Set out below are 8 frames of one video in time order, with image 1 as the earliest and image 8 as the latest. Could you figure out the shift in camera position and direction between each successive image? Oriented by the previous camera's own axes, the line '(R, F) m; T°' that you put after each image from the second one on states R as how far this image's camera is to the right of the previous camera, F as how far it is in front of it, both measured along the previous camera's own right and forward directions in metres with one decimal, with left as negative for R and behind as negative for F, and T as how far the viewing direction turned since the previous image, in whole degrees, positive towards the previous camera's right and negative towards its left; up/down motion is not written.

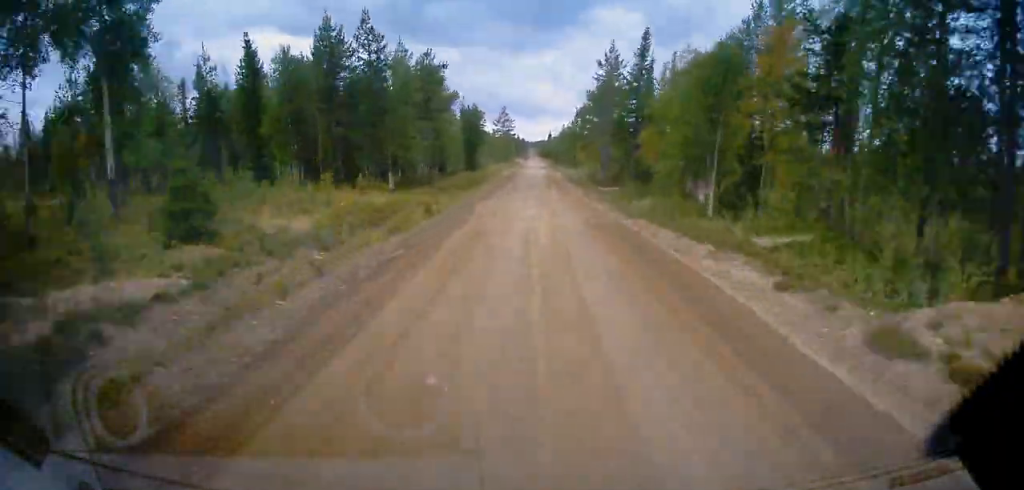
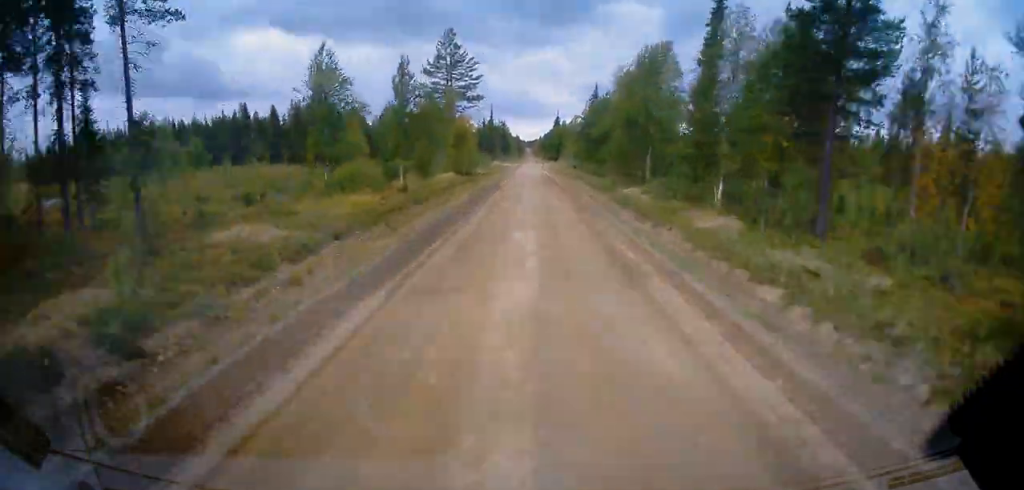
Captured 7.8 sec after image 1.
(-0.3, +111.6) m; 0°
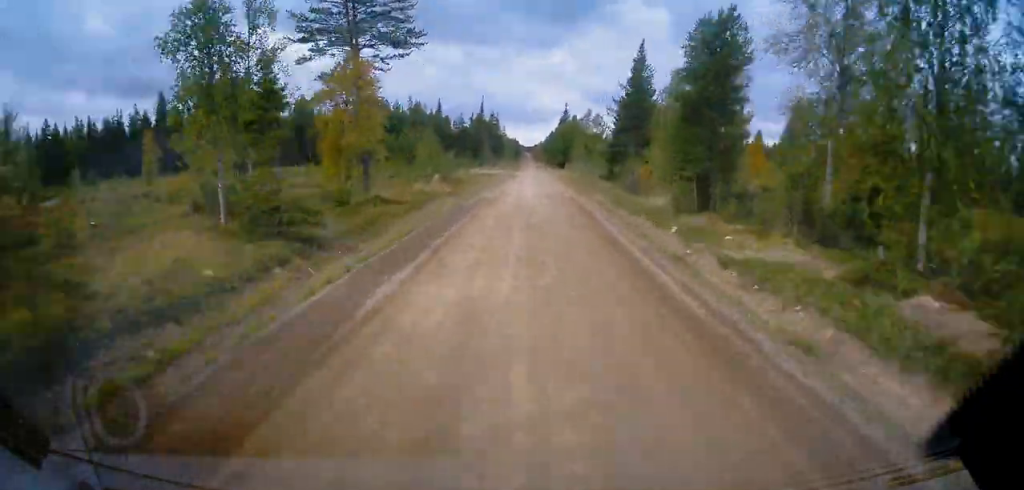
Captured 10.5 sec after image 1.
(+0.3, +38.5) m; 0°
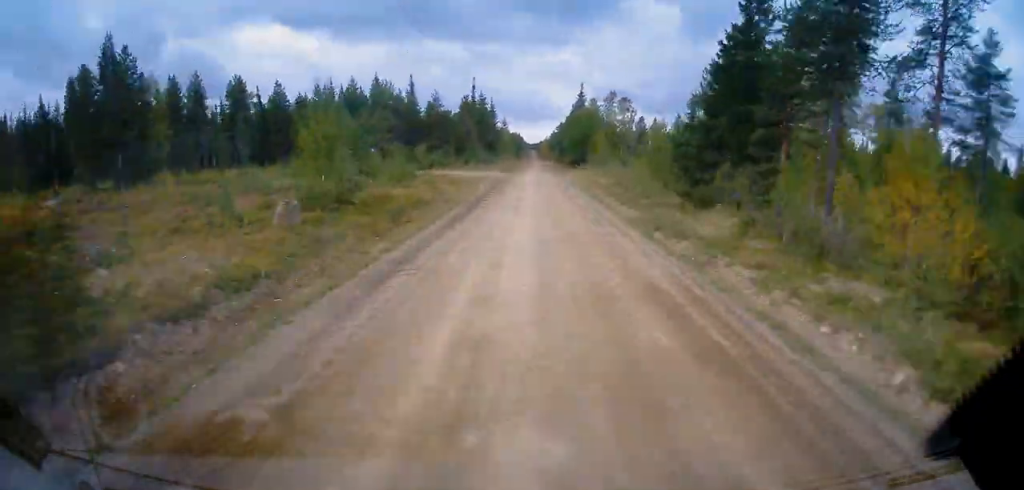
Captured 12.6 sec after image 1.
(+0.3, +30.0) m; 0°
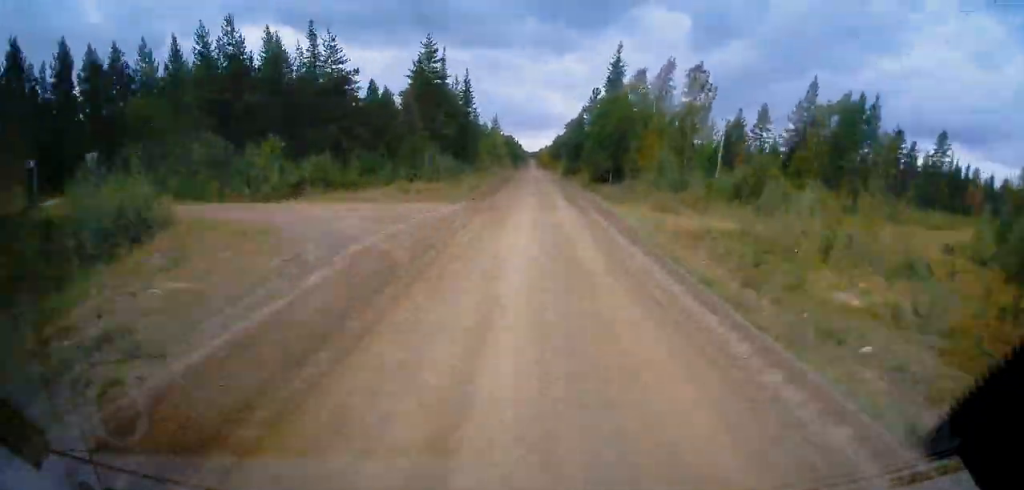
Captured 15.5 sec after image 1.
(-0.2, +39.9) m; 0°
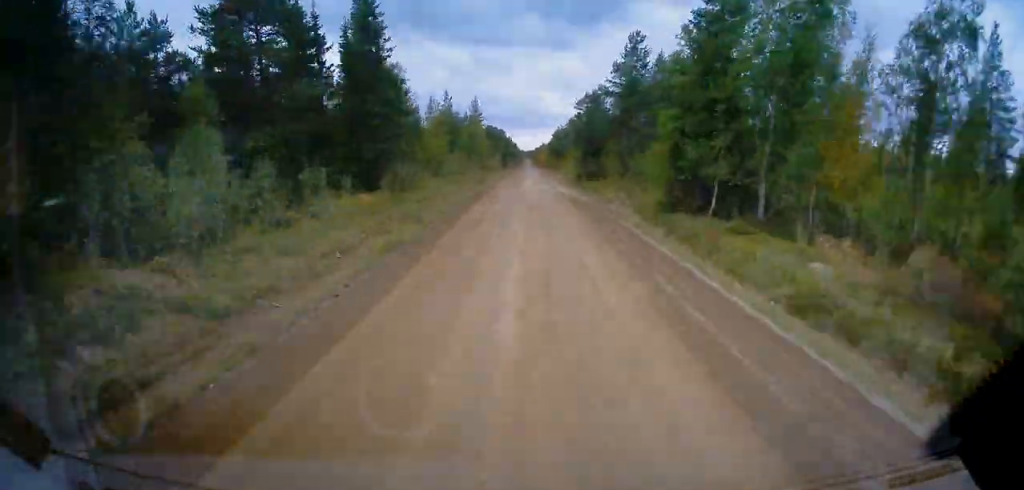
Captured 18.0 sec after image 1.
(-0.1, +35.5) m; 0°
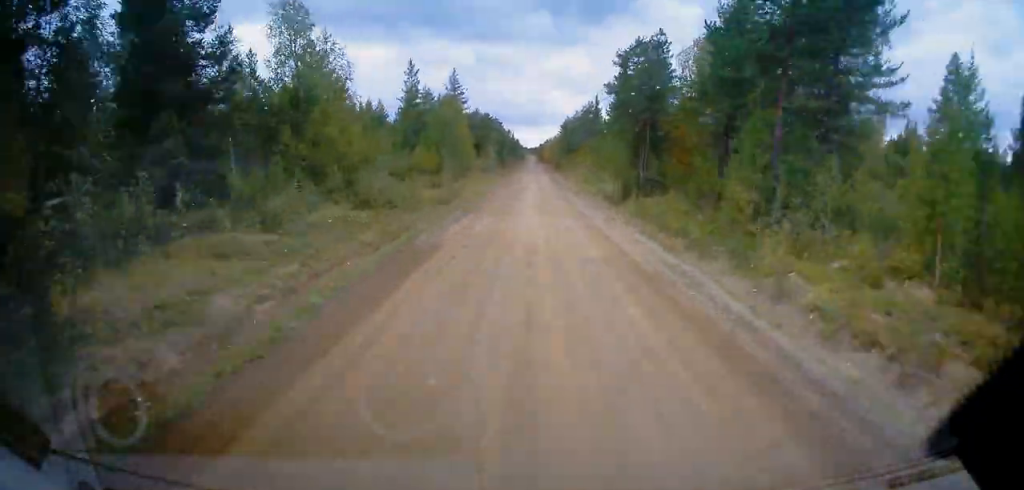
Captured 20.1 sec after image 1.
(-0.2, +28.8) m; 0°
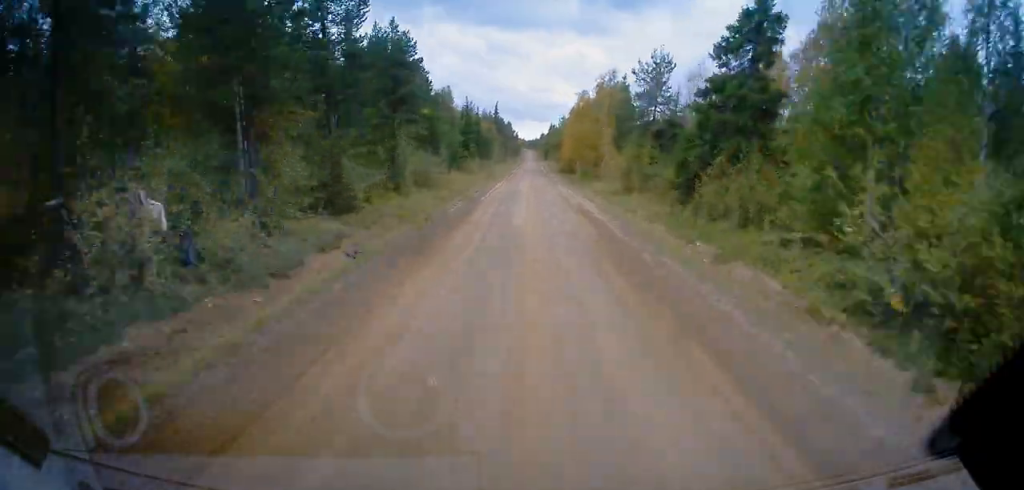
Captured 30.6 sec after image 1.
(+0.1, +139.4) m; 0°
